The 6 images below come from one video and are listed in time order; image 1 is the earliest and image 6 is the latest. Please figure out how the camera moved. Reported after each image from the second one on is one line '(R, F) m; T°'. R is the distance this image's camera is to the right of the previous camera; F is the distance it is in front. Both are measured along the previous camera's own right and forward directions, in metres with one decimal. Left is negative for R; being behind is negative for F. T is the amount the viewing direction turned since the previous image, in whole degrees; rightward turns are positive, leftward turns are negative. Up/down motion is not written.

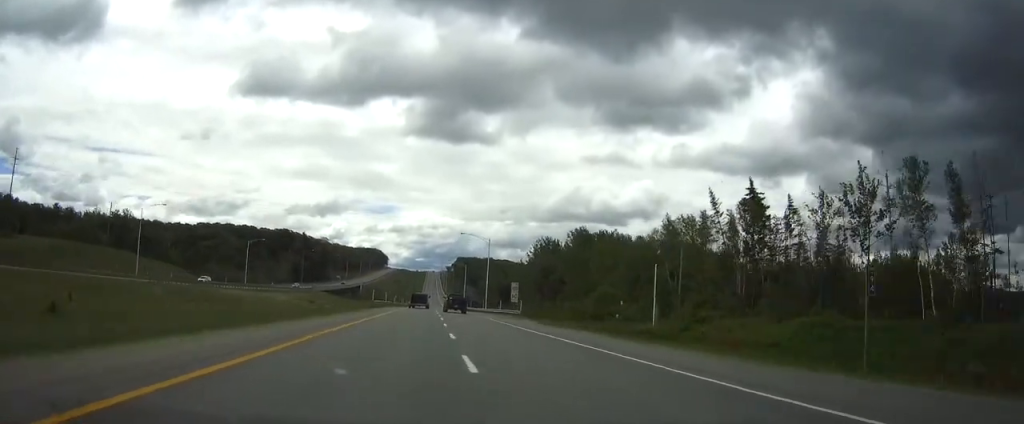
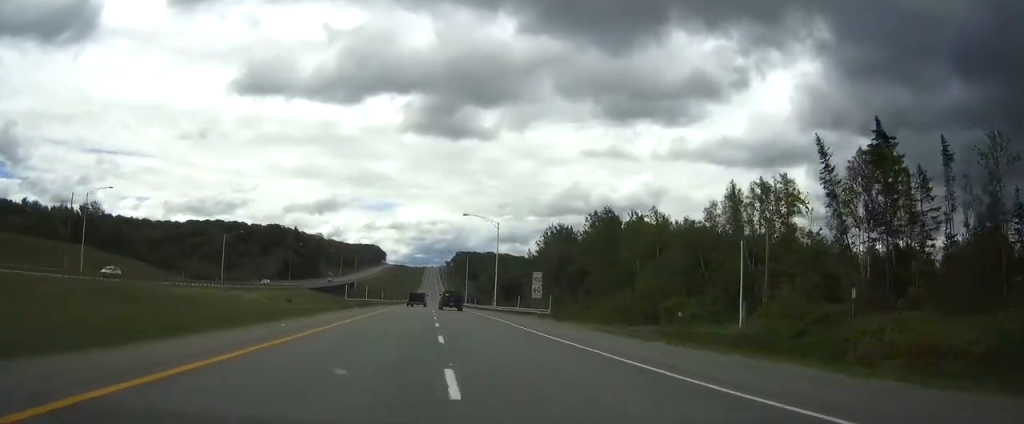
(+0.1, +20.7) m; 0°
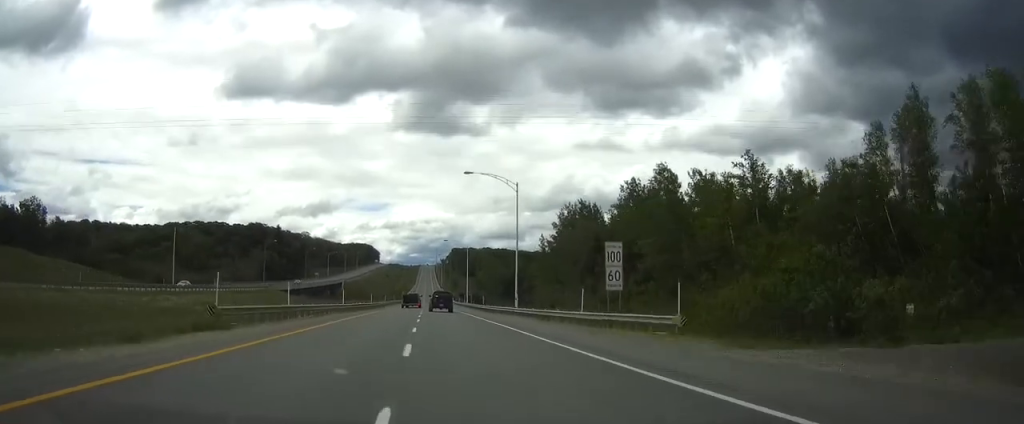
(+0.1, +30.7) m; 0°
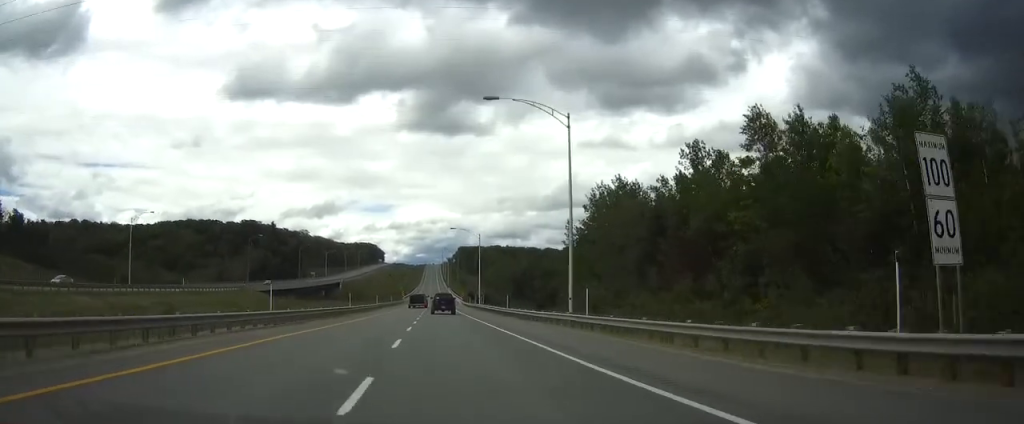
(0.0, +24.4) m; 0°
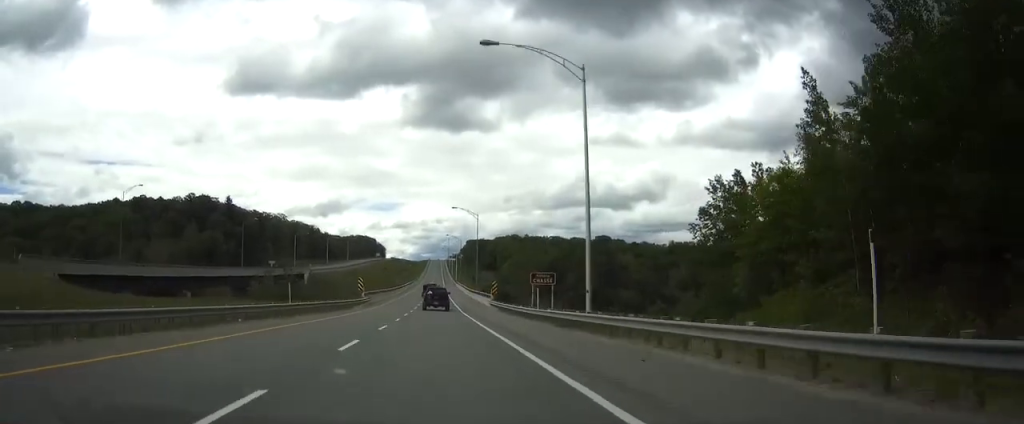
(-0.6, +82.5) m; -1°
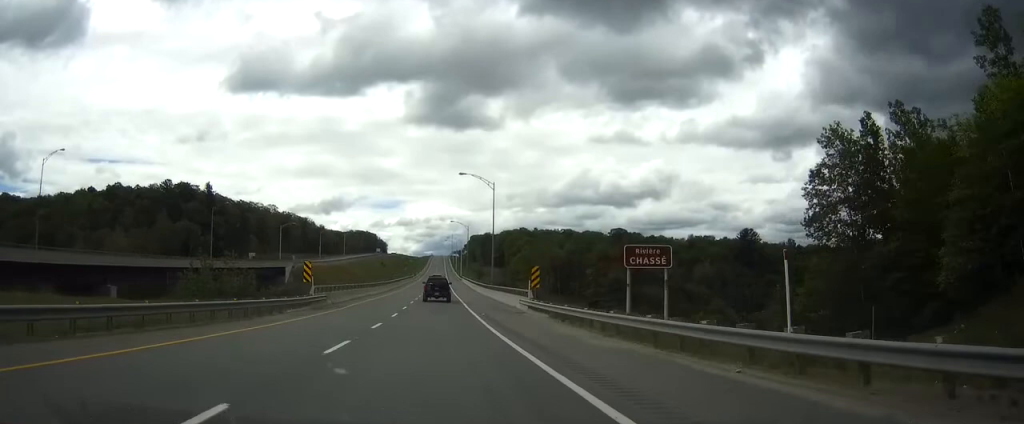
(-0.1, +28.1) m; 0°
